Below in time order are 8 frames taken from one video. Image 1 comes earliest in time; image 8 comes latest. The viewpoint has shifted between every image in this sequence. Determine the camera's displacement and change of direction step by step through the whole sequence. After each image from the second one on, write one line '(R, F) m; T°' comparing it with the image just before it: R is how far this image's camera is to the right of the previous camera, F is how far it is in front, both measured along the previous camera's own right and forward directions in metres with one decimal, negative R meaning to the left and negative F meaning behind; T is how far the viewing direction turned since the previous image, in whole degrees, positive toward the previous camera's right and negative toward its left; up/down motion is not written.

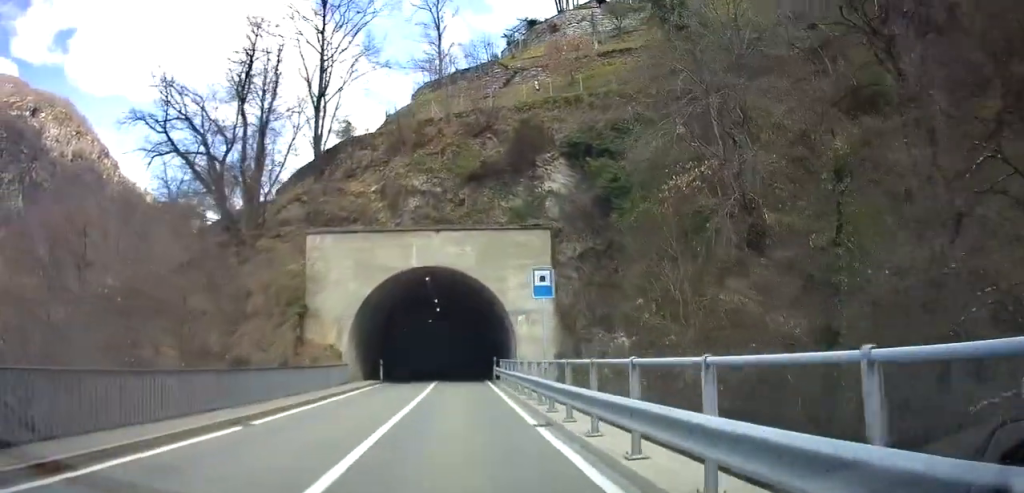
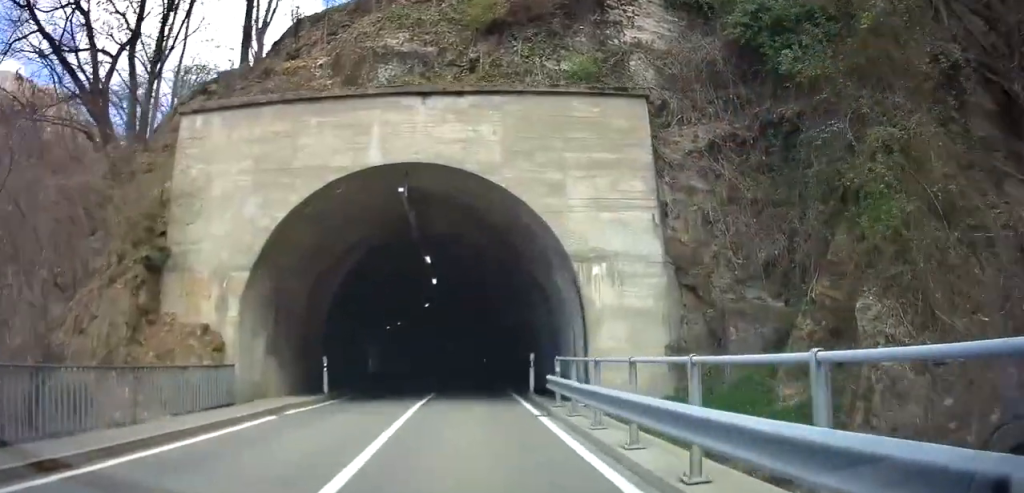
(+0.3, +15.7) m; +2°
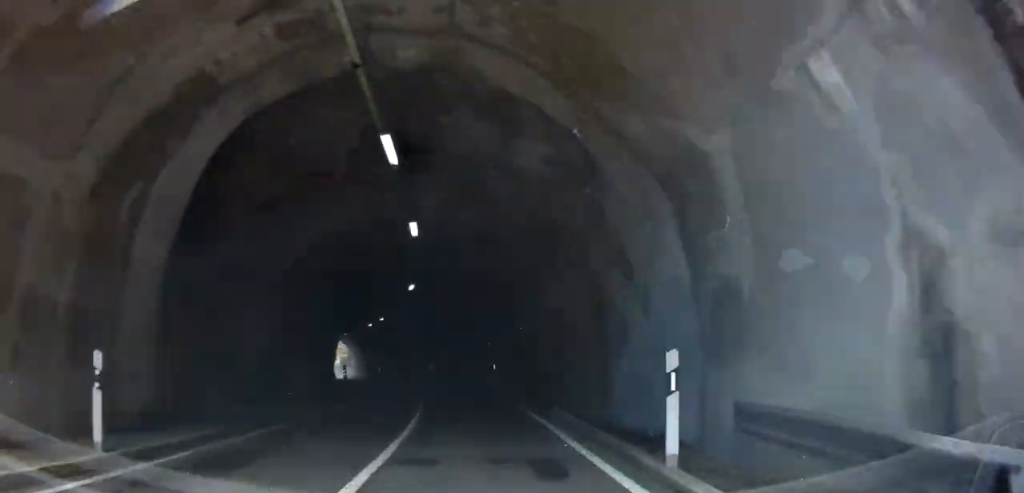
(+0.2, +12.7) m; +2°
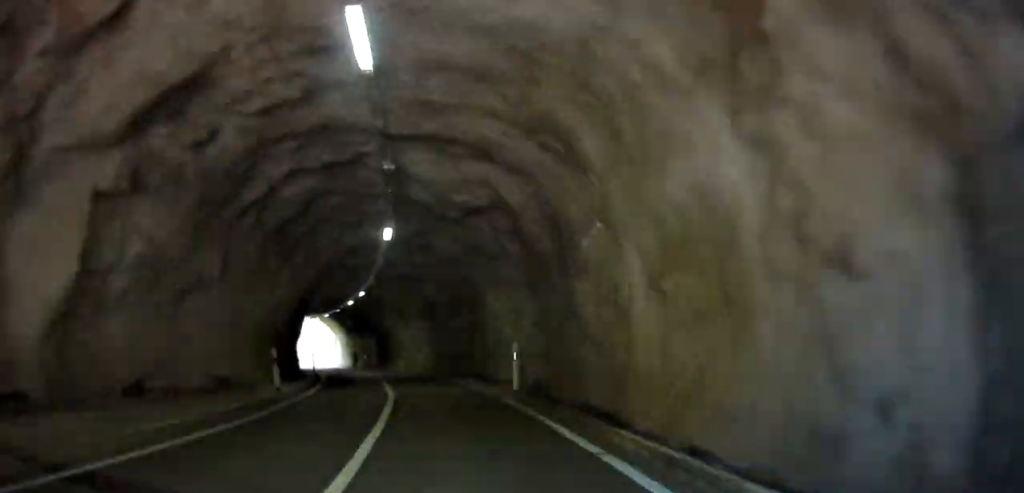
(+0.2, +9.4) m; 0°
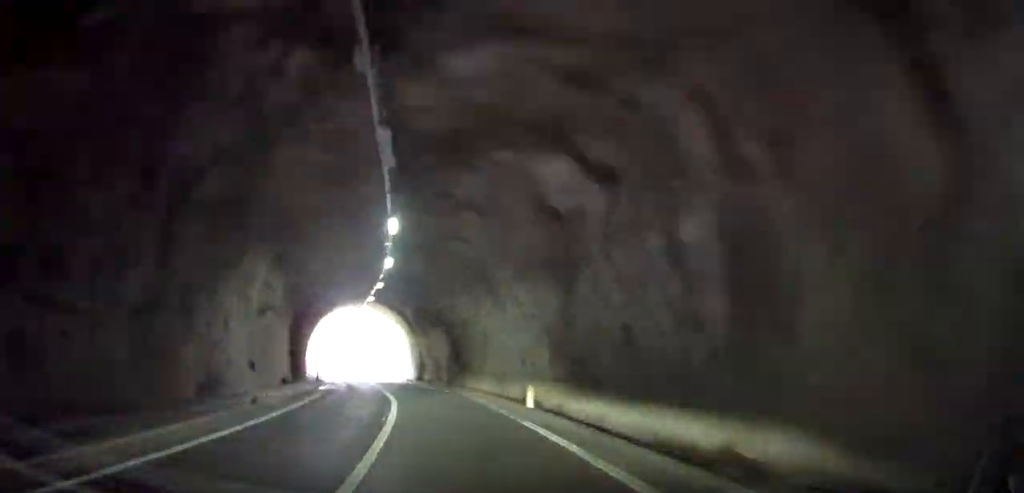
(-0.4, +21.4) m; -12°
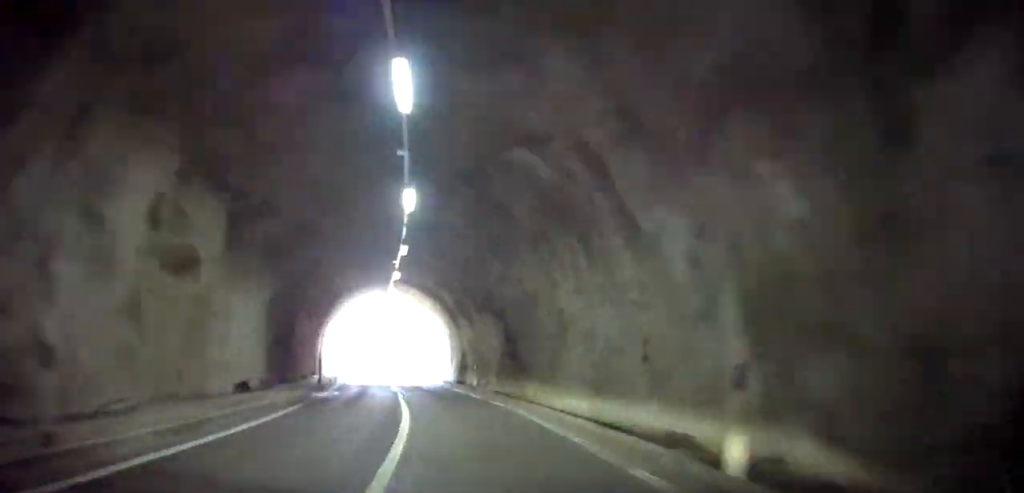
(-1.4, +8.4) m; -6°
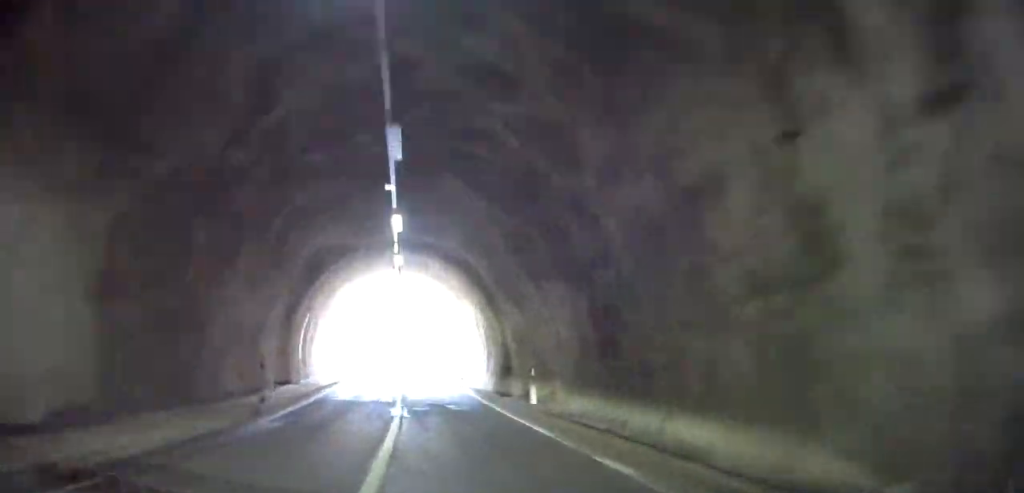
(-0.8, +10.8) m; -4°
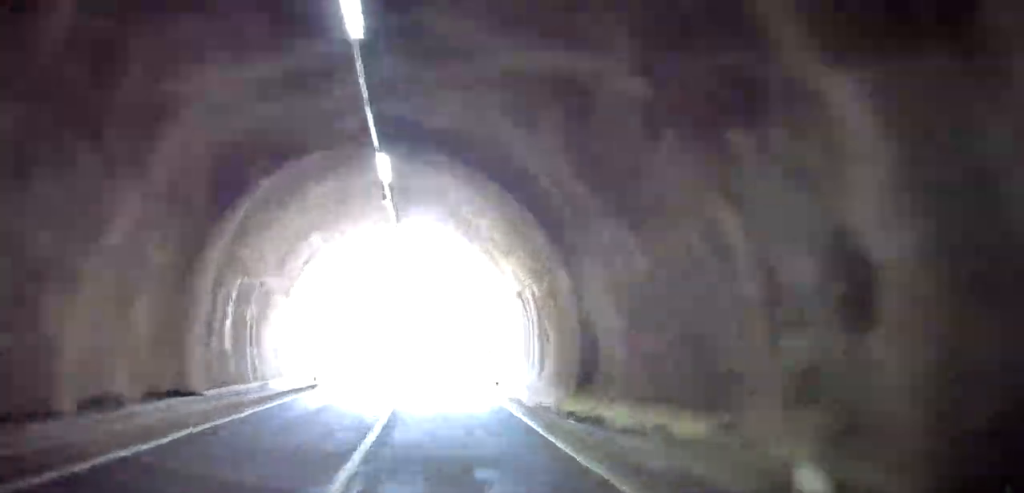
(0.0, +10.4) m; 0°
